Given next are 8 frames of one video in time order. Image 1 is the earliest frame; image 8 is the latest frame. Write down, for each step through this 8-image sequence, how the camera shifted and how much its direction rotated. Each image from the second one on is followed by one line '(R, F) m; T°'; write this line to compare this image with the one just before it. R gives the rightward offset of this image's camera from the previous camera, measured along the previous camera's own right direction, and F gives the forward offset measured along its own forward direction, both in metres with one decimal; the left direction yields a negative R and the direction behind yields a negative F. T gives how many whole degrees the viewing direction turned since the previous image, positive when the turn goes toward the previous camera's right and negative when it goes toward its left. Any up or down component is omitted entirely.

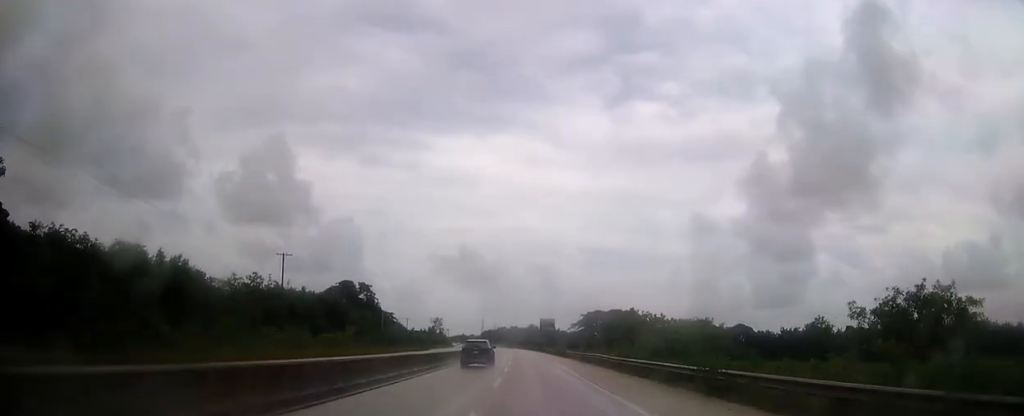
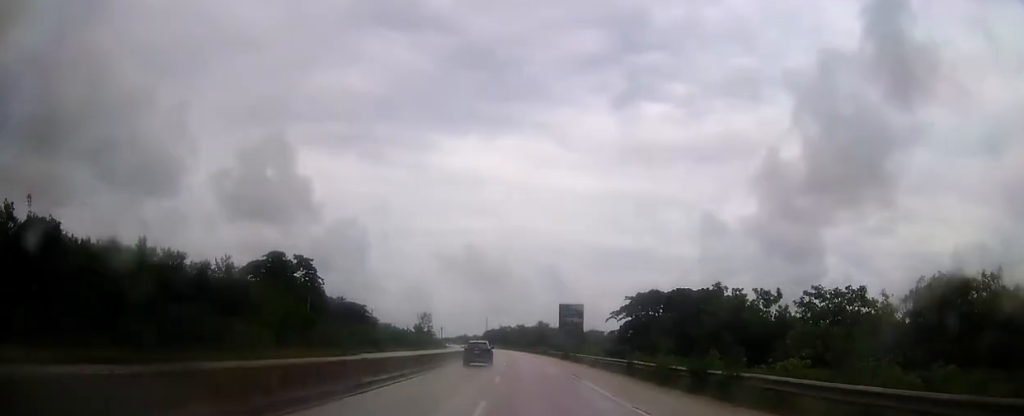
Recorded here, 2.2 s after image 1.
(-0.7, +56.3) m; -1°
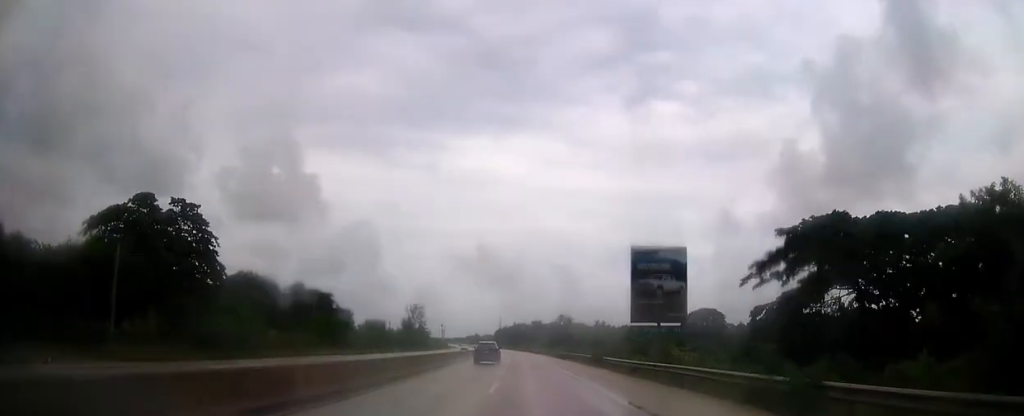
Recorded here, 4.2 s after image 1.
(-0.6, +52.6) m; -1°
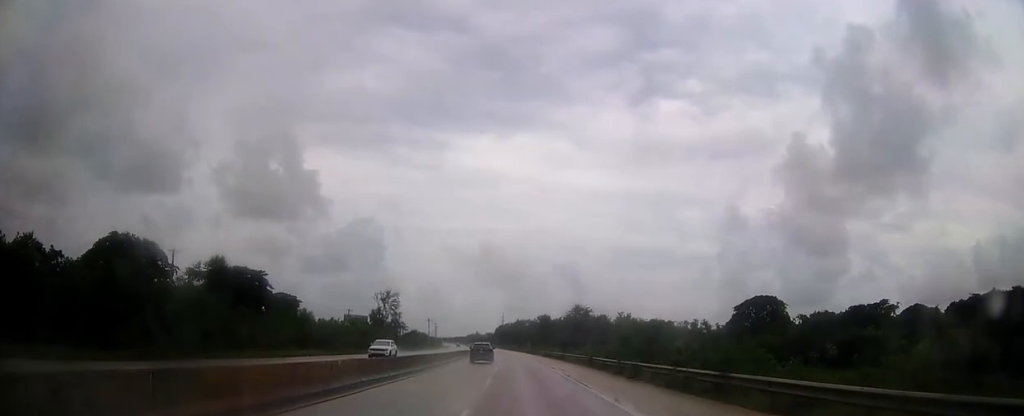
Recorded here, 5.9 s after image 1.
(-0.3, +45.3) m; -1°
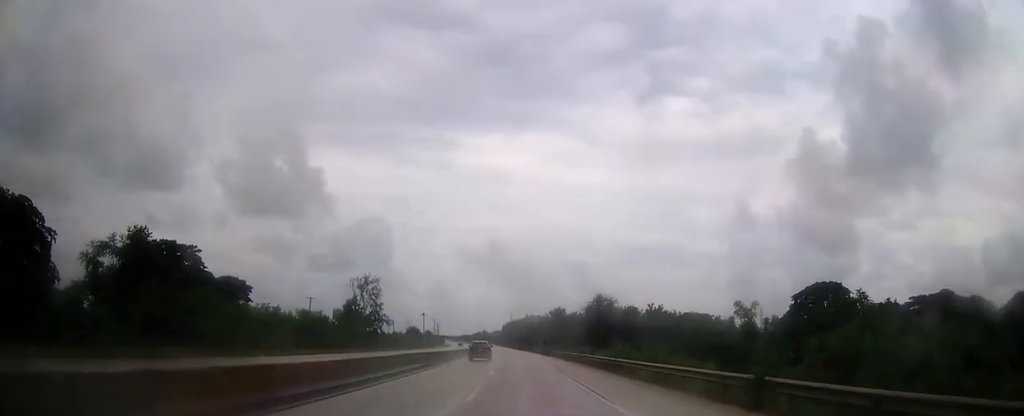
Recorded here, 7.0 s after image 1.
(+0.1, +29.5) m; -1°
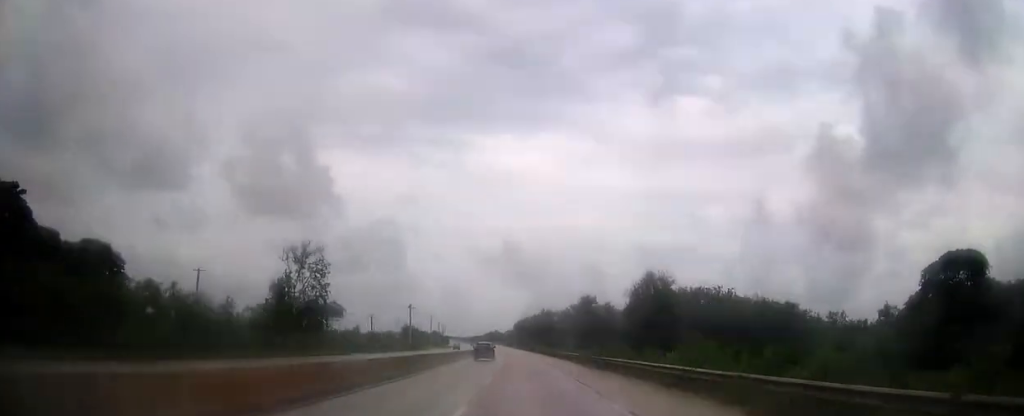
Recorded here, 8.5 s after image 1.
(-0.5, +41.1) m; -1°
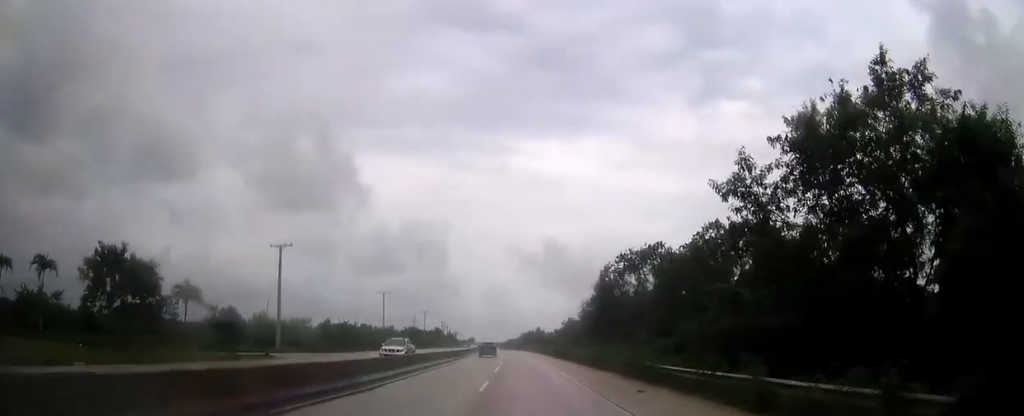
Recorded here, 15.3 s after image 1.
(-7.8, +193.1) m; -5°
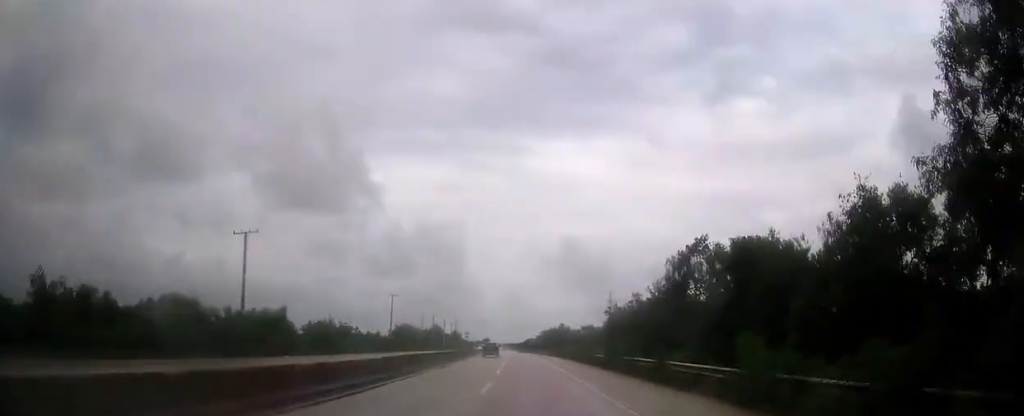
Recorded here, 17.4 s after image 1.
(-0.6, +60.9) m; -1°
